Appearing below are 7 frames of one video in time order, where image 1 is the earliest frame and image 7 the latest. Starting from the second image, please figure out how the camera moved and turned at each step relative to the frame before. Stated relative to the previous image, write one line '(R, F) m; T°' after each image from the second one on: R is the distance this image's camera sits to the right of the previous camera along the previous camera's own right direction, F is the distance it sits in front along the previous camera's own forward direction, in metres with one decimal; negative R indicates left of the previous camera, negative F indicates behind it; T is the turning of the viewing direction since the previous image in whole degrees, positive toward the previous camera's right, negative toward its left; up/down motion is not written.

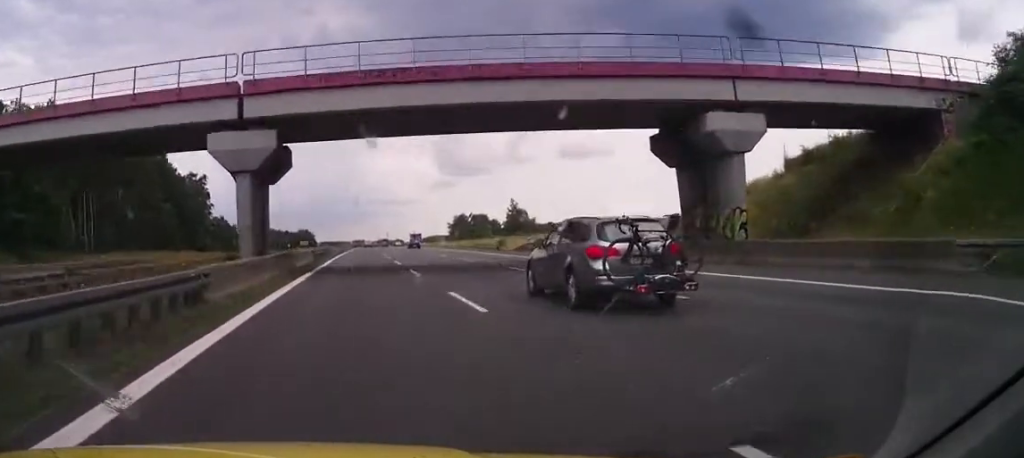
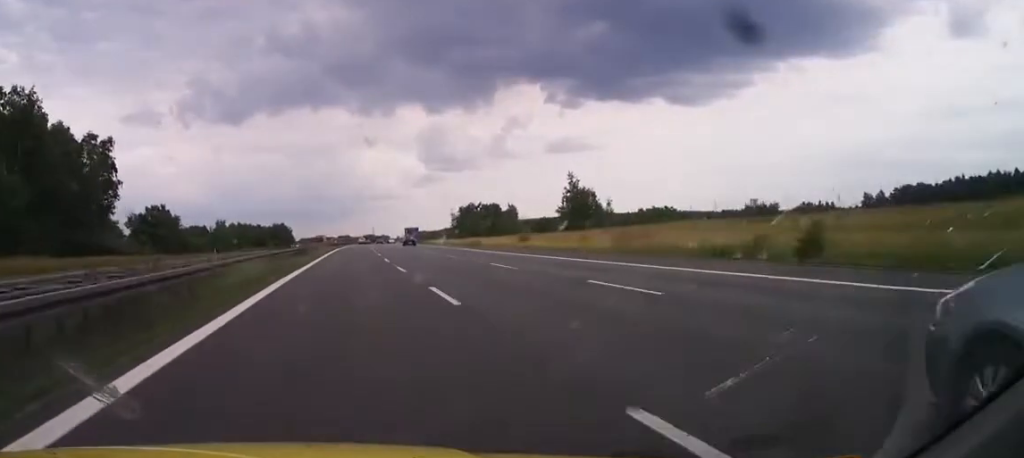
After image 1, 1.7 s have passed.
(+0.8, +59.0) m; +1°
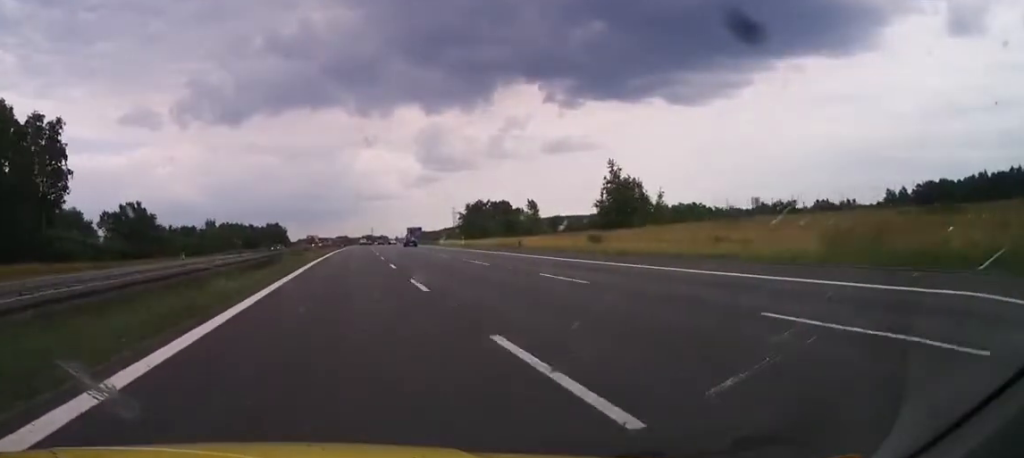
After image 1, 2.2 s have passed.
(-0.3, +20.1) m; +1°
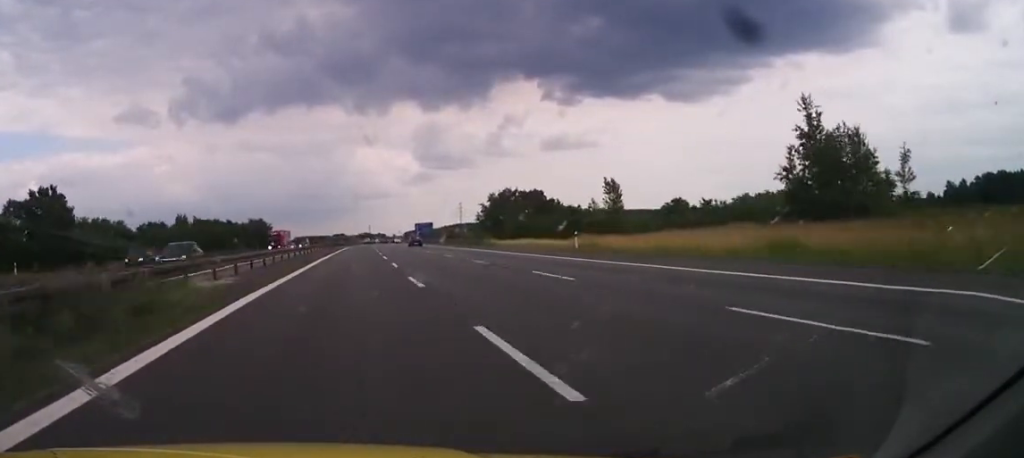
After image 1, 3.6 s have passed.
(+0.9, +47.1) m; +1°
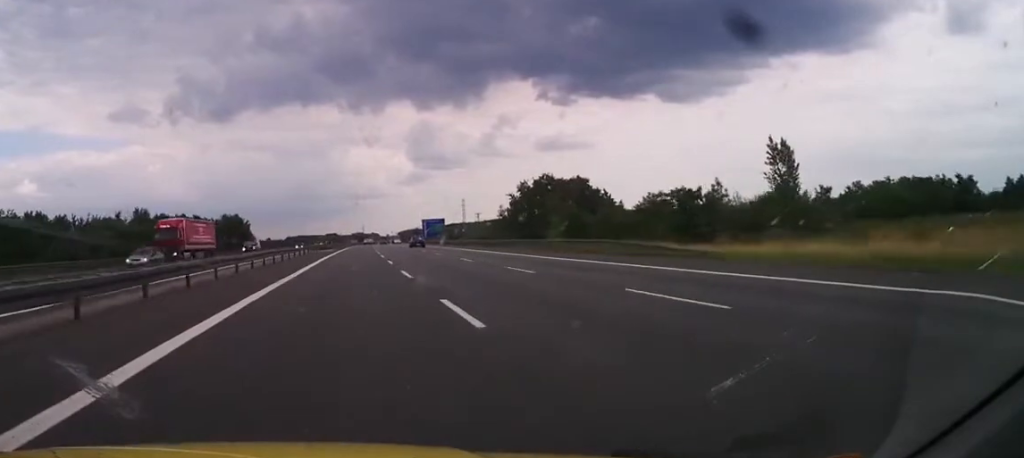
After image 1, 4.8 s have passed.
(-0.4, +43.6) m; 0°
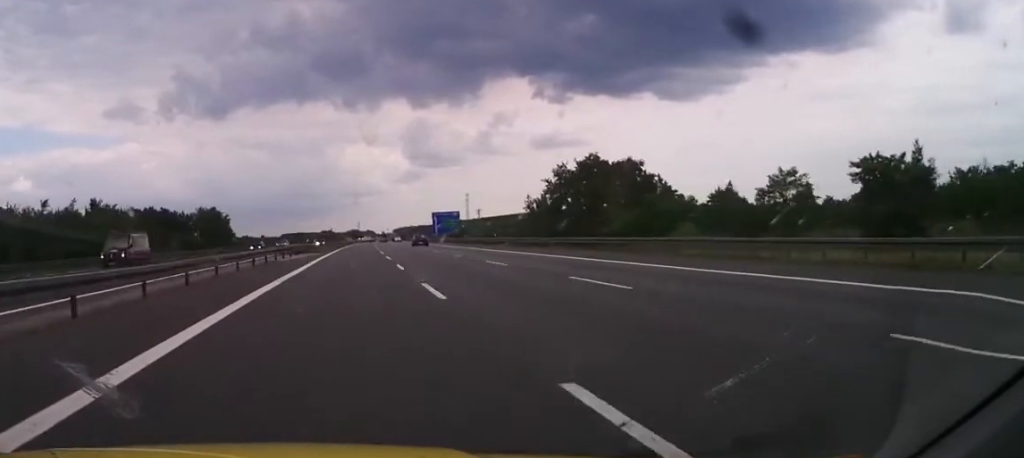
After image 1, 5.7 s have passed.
(+0.4, +31.9) m; 0°
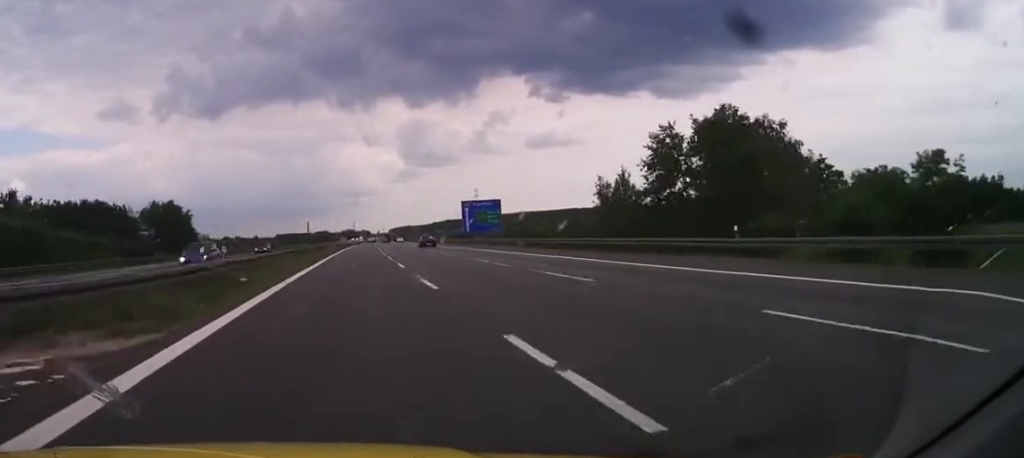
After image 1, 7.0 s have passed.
(-0.4, +45.0) m; 0°
